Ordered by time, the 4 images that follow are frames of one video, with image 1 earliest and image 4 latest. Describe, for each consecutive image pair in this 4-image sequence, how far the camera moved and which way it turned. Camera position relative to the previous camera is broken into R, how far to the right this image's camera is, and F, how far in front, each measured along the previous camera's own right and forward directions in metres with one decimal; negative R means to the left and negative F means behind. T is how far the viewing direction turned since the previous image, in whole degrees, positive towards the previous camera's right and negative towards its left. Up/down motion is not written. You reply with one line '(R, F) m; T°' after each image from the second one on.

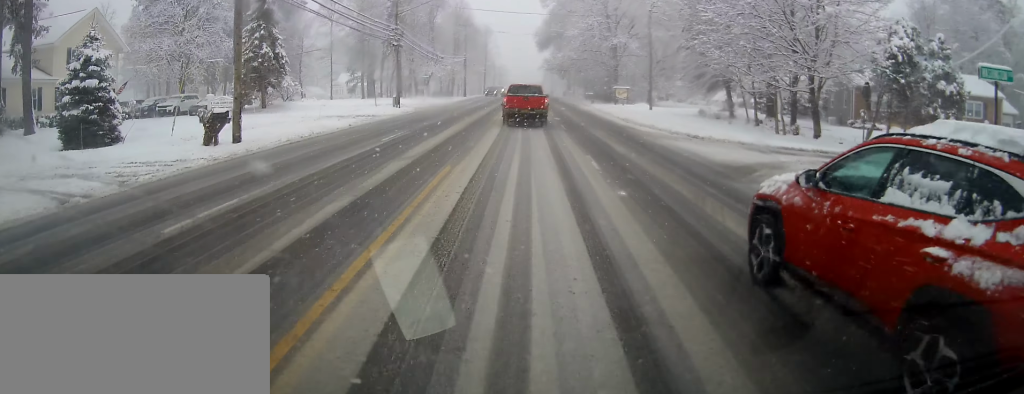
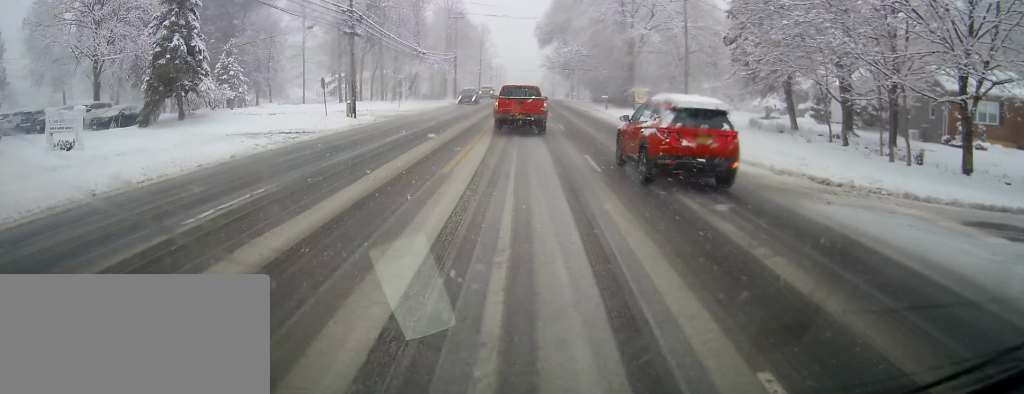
(+0.2, +12.4) m; +1°
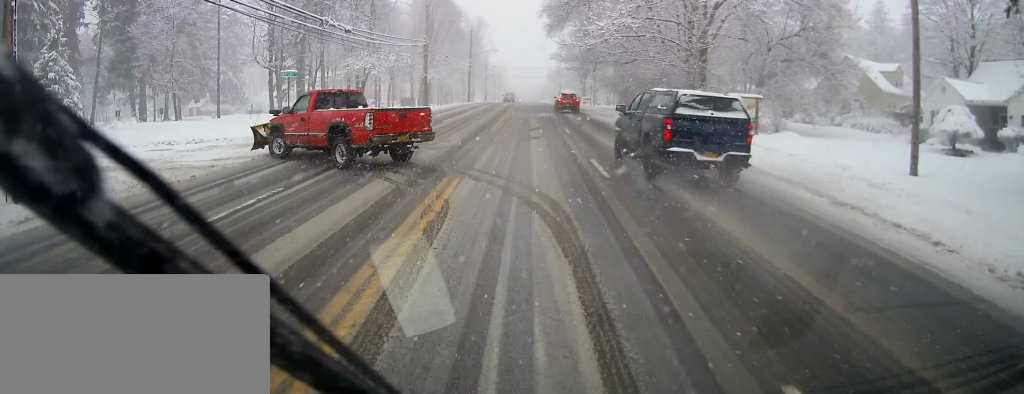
(+0.1, +25.7) m; 0°
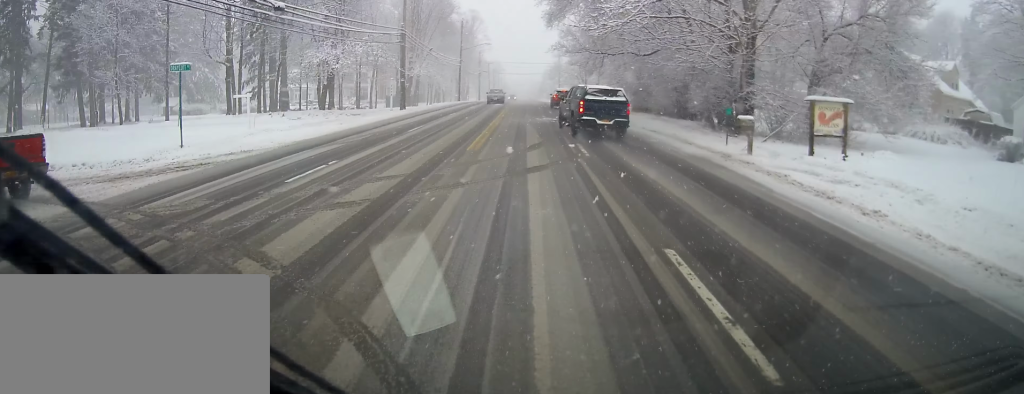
(-0.2, +8.0) m; -1°
